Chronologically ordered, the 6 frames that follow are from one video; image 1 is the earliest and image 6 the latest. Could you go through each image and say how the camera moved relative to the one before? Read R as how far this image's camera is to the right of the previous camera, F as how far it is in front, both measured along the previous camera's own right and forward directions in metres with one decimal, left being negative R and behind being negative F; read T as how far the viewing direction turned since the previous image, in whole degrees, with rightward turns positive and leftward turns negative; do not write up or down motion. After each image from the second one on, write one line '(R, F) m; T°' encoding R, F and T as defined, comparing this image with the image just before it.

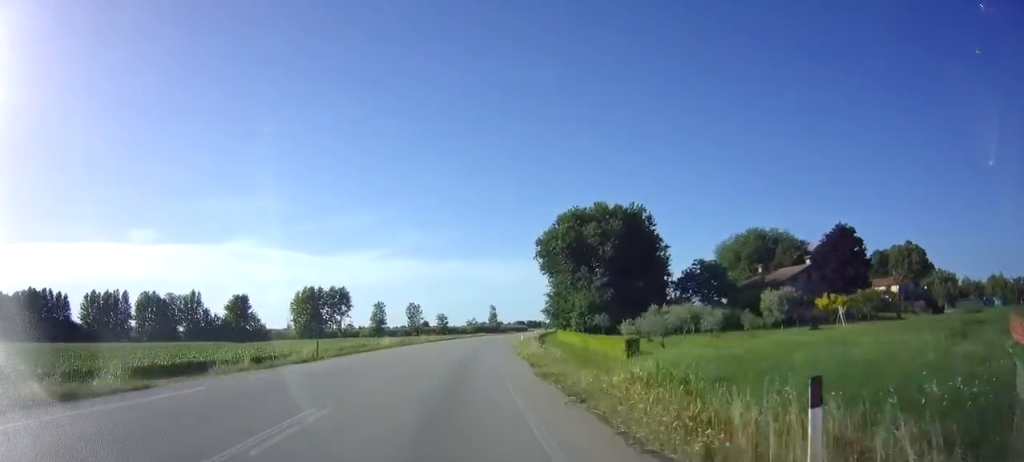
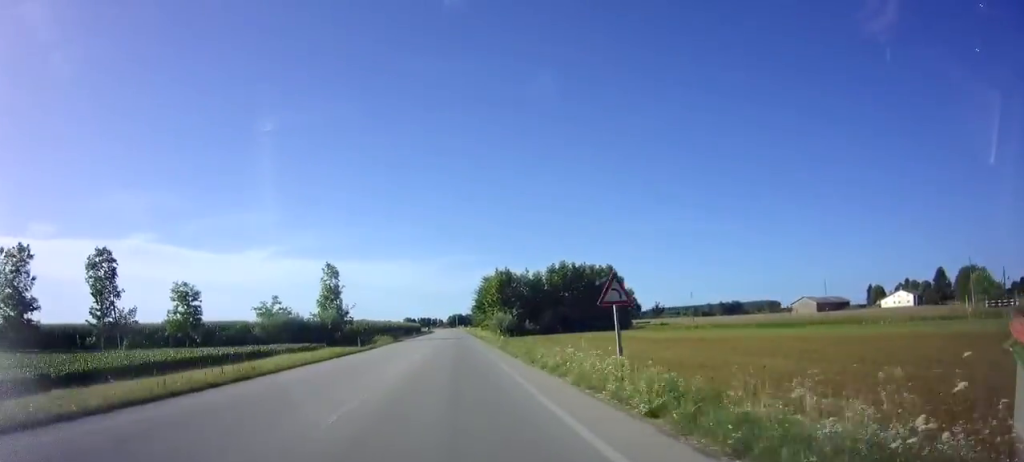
(+13.7, +111.6) m; +12°
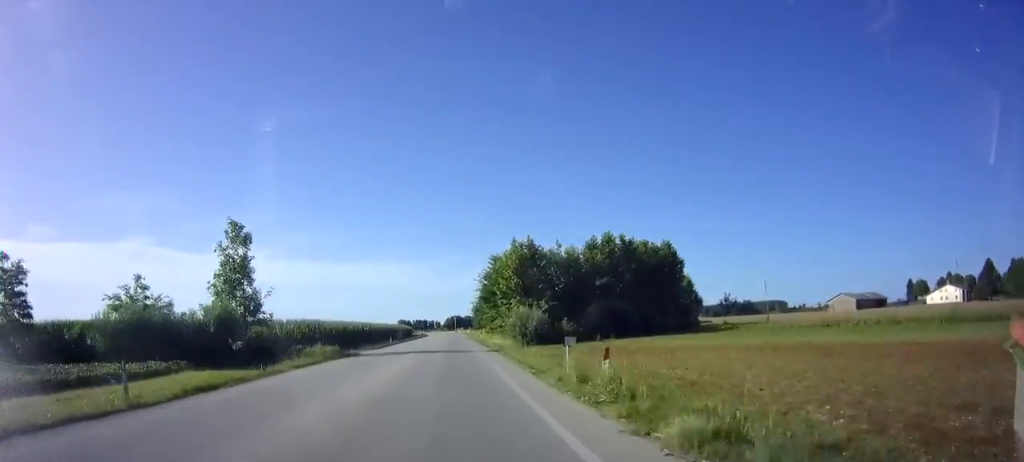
(+0.3, +27.7) m; +1°
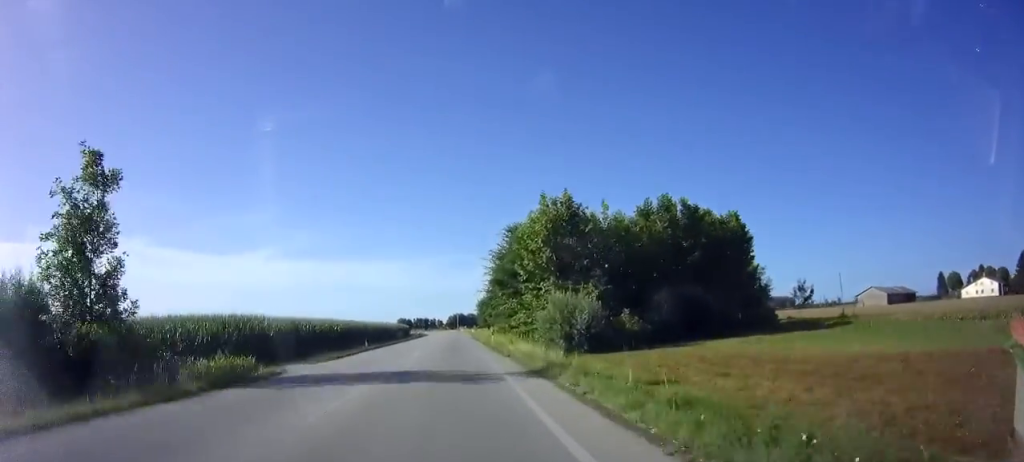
(0.0, +17.0) m; 0°
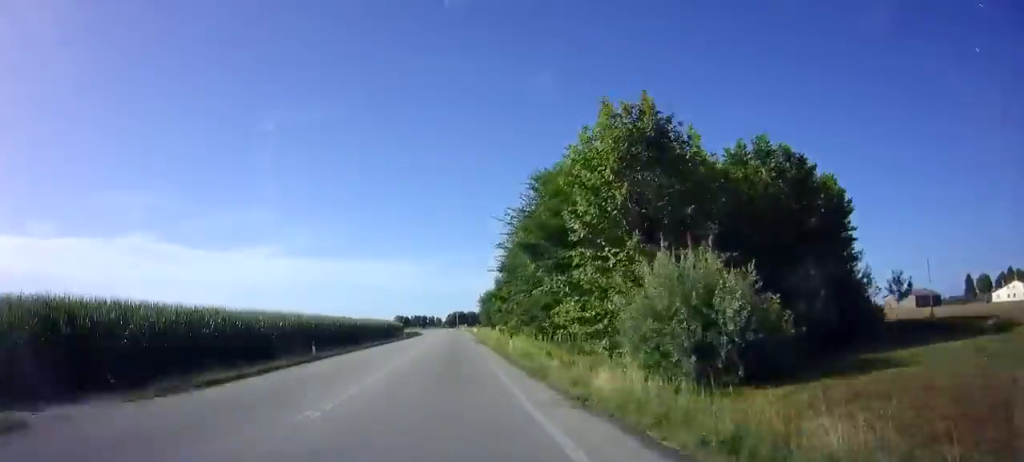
(0.0, +15.1) m; 0°
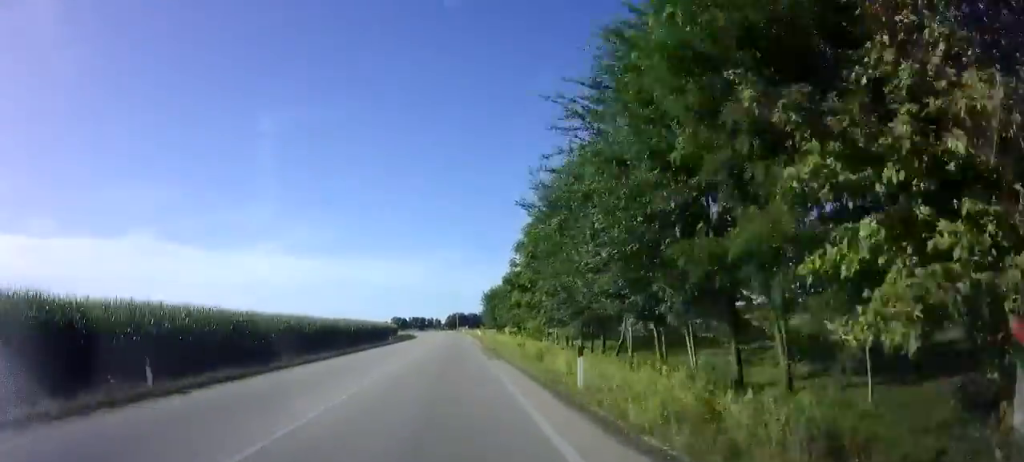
(0.0, +15.1) m; 0°
